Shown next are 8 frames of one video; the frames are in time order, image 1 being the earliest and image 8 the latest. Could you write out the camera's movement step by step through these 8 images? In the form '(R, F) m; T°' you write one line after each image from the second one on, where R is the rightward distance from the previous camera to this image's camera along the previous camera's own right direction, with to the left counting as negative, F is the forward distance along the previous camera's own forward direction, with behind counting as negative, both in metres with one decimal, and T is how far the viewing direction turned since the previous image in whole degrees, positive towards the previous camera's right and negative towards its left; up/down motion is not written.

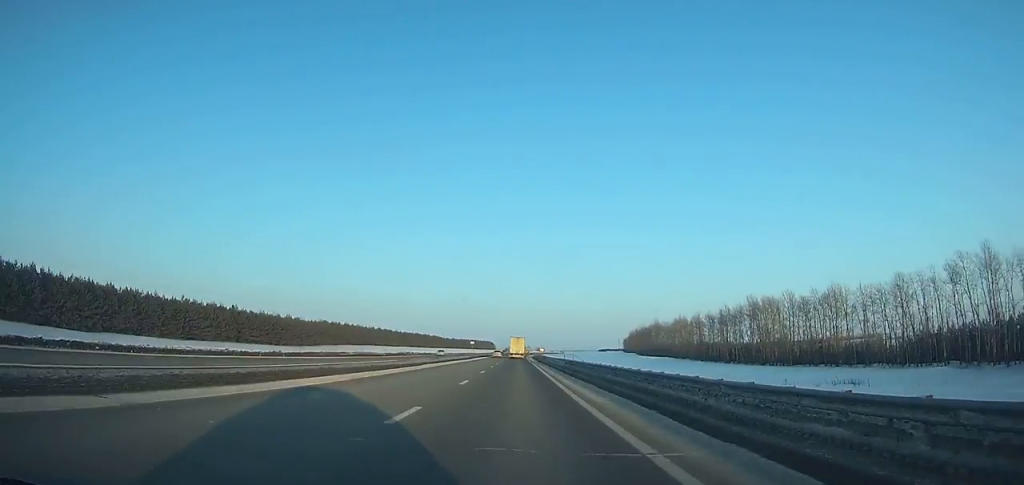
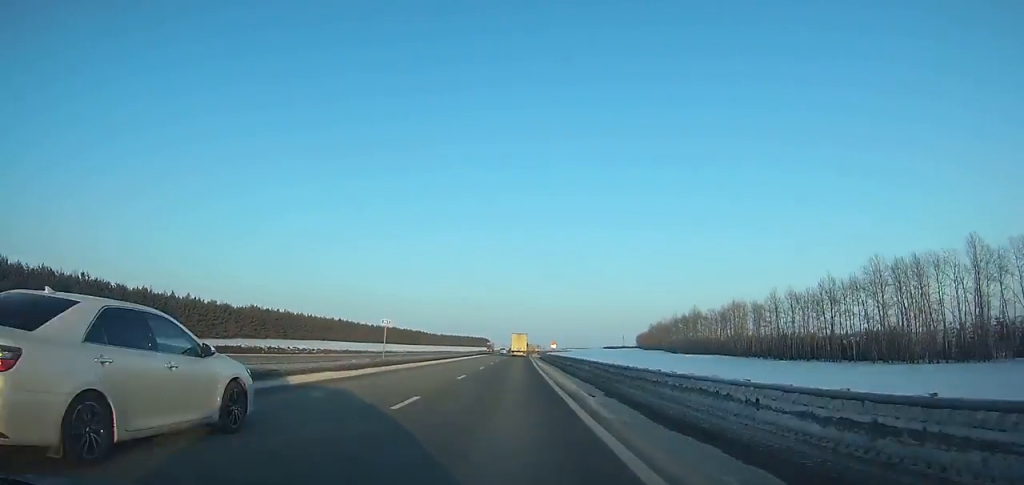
(0.0, +69.4) m; 0°
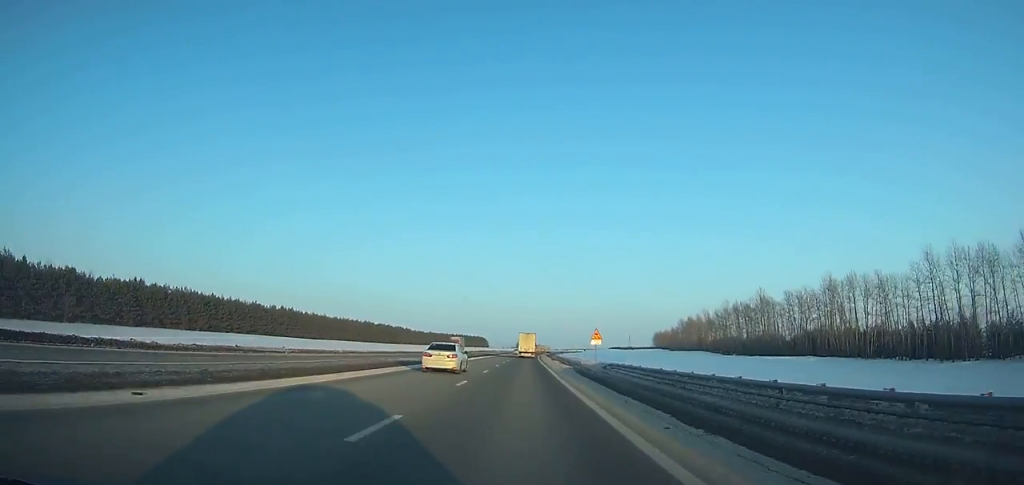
(+0.1, +63.9) m; 0°
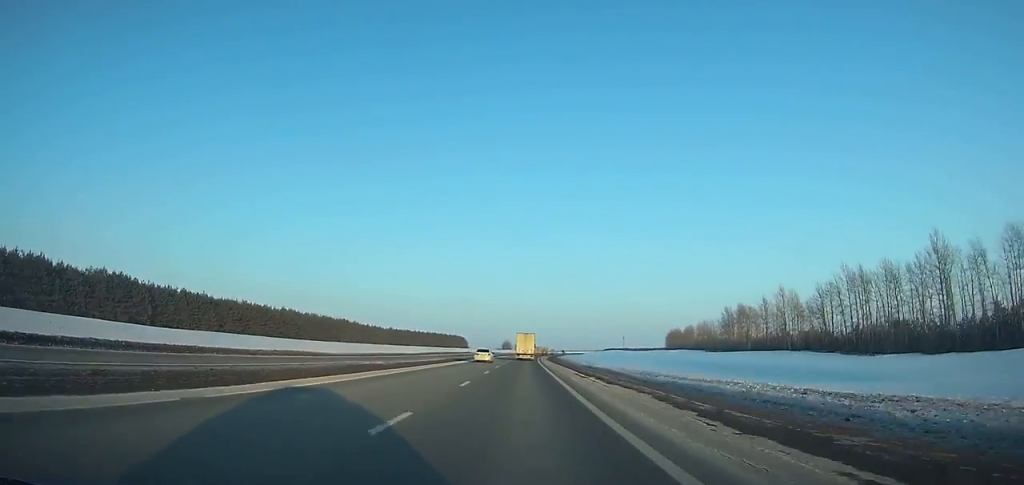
(+0.8, +83.6) m; +1°
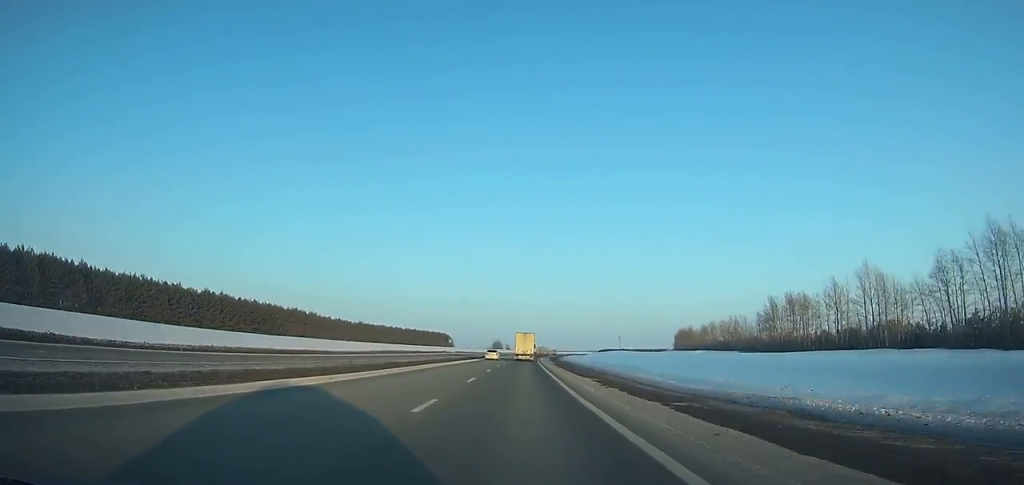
(+0.1, +45.2) m; +1°
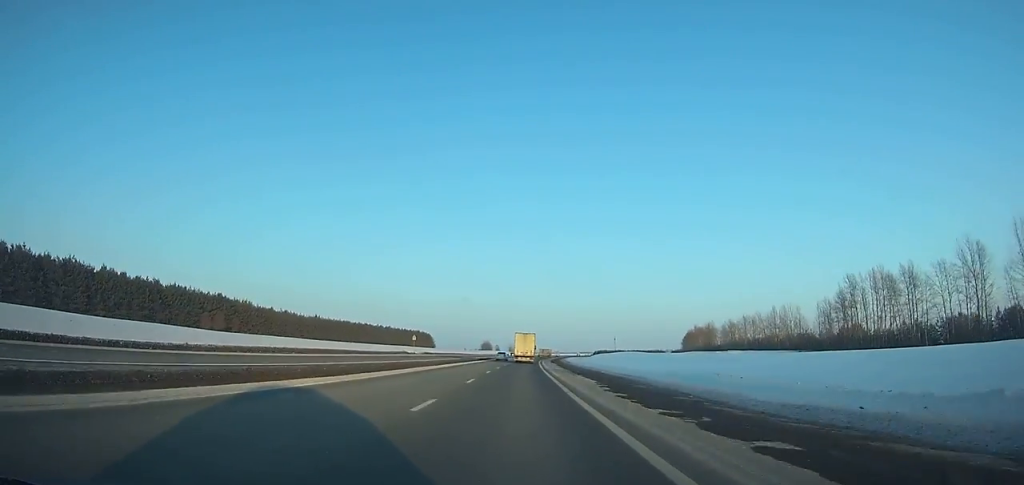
(+0.7, +47.3) m; +1°
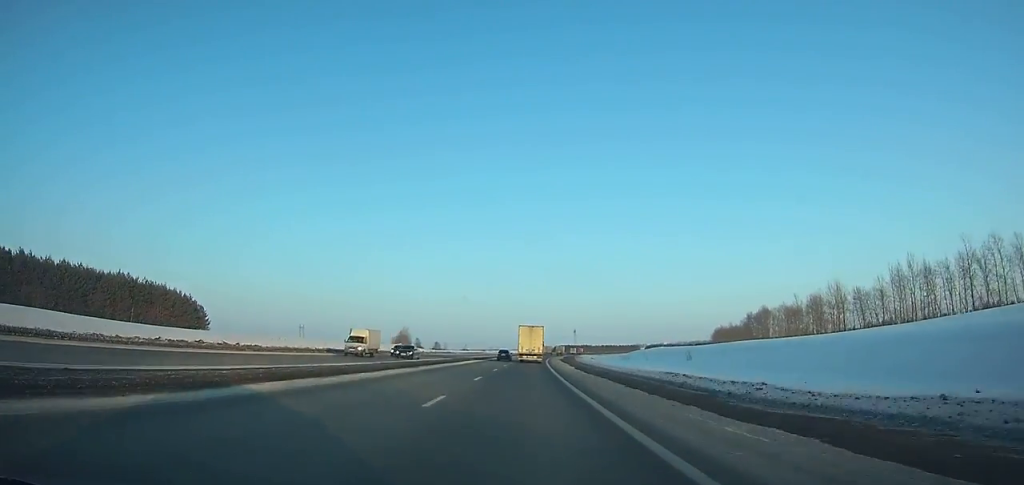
(+9.7, +228.3) m; +6°
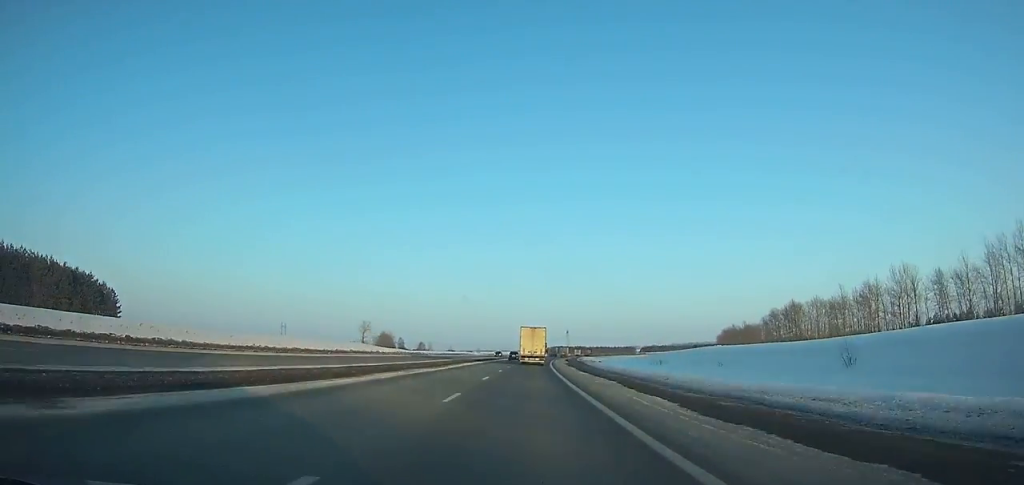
(+0.4, +34.2) m; +1°
